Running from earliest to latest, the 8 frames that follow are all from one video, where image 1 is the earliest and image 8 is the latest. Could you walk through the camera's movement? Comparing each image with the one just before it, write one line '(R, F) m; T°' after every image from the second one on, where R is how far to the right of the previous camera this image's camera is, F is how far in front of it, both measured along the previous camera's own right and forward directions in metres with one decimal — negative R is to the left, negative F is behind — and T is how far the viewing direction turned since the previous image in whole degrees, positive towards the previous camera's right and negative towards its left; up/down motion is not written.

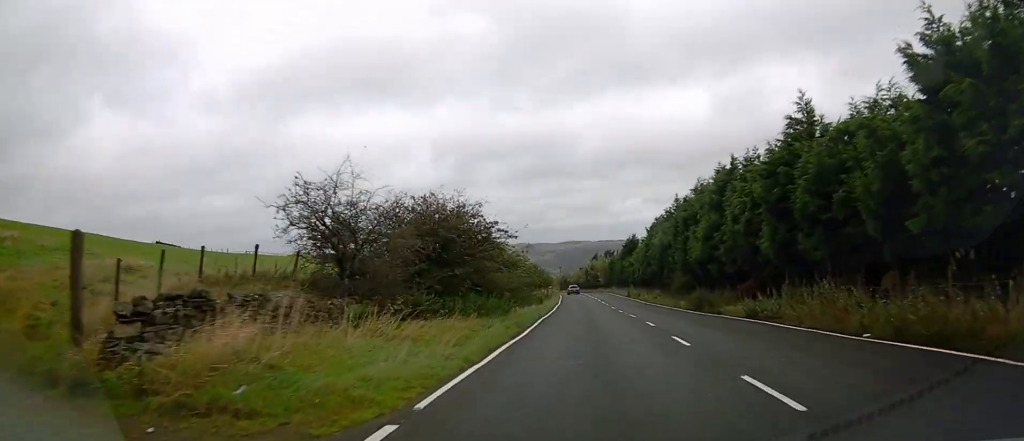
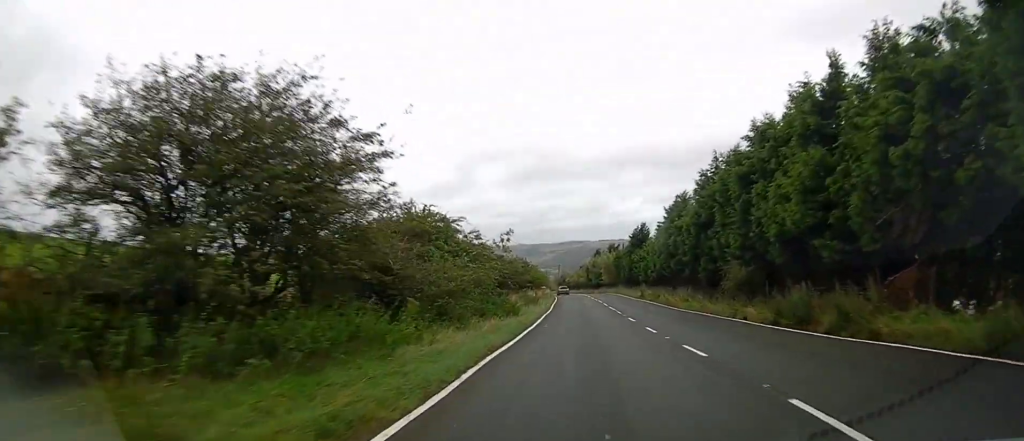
(-0.1, +13.9) m; 0°
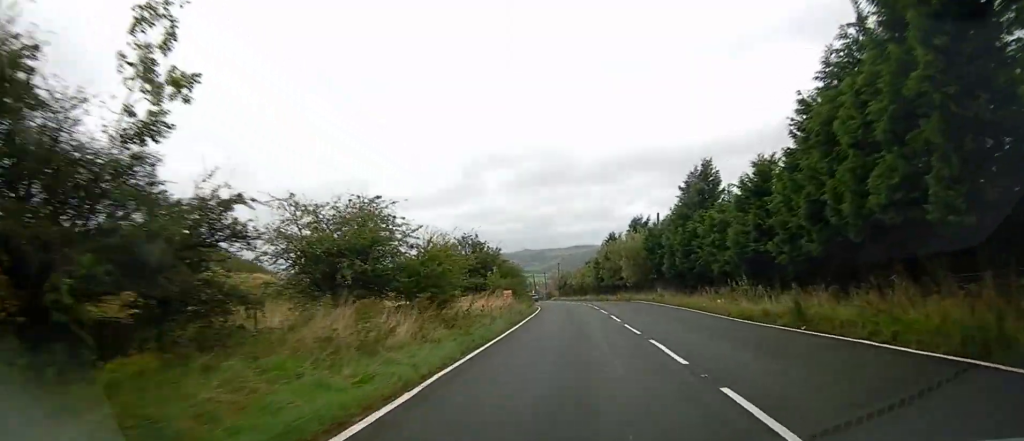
(-0.1, +35.4) m; -1°
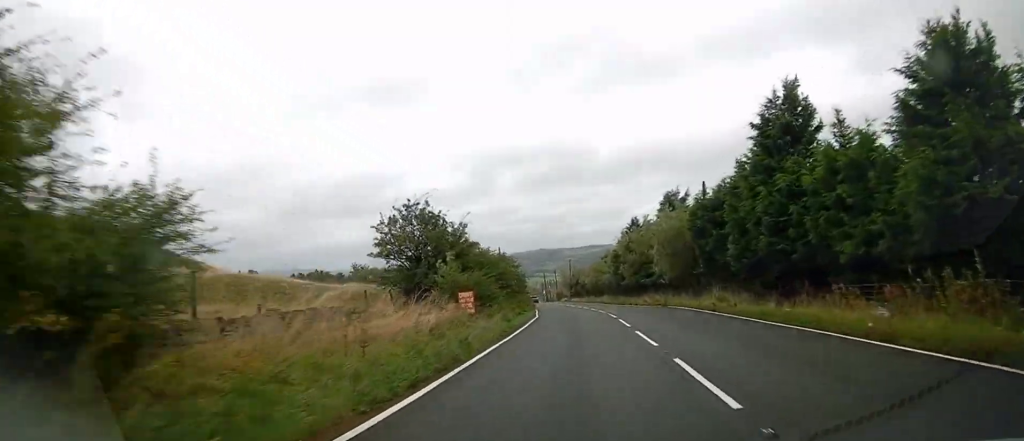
(-0.1, +14.3) m; -1°
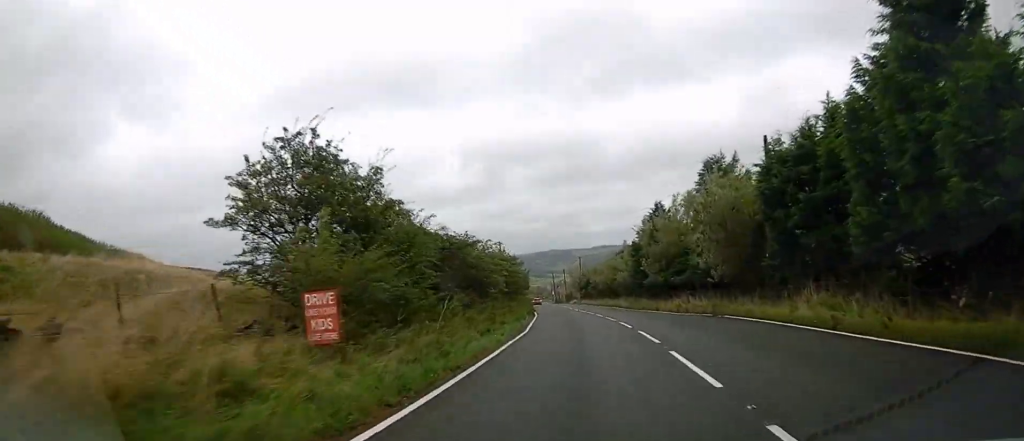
(-0.1, +10.7) m; -1°
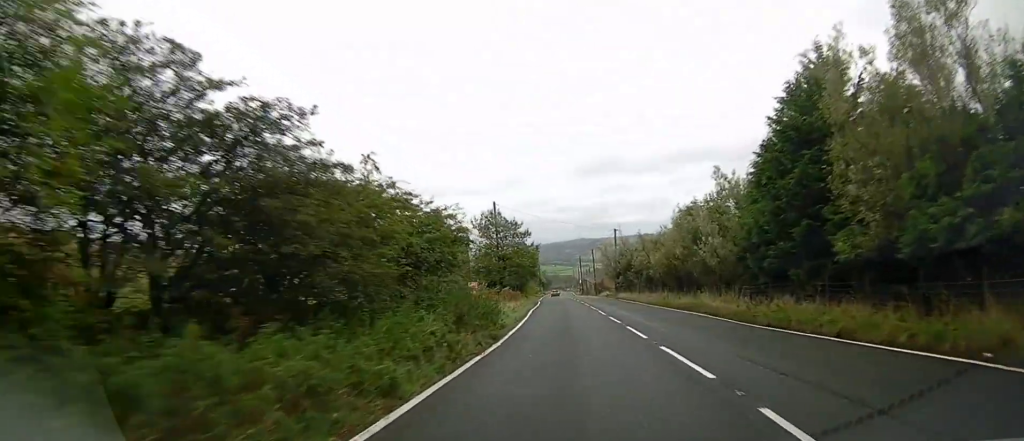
(-0.7, +28.1) m; -3°
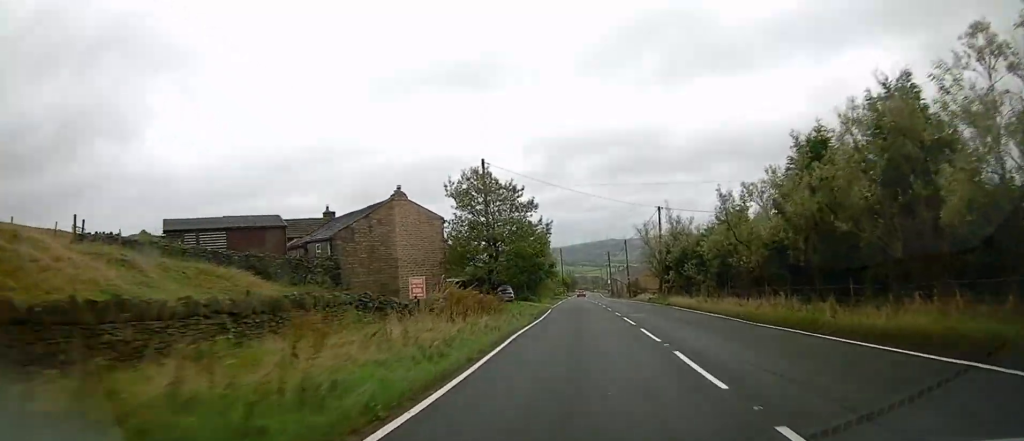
(-0.3, +18.0) m; -2°
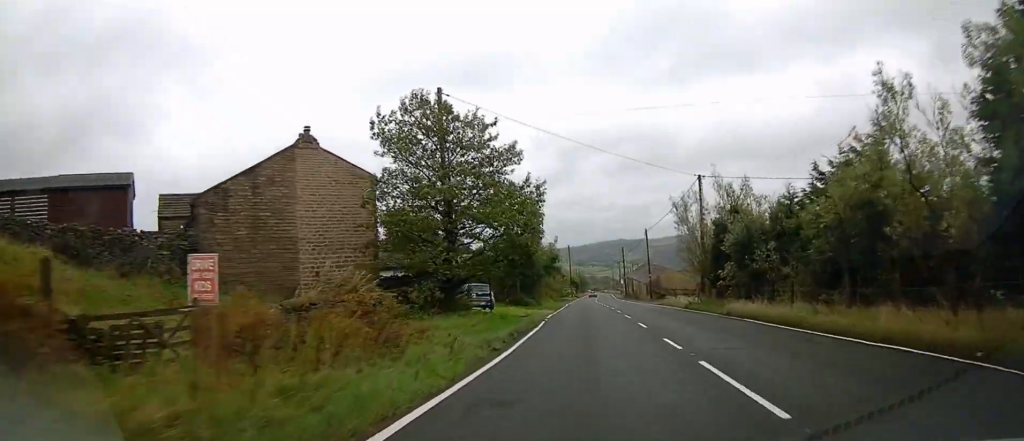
(-0.2, +13.1) m; -1°
